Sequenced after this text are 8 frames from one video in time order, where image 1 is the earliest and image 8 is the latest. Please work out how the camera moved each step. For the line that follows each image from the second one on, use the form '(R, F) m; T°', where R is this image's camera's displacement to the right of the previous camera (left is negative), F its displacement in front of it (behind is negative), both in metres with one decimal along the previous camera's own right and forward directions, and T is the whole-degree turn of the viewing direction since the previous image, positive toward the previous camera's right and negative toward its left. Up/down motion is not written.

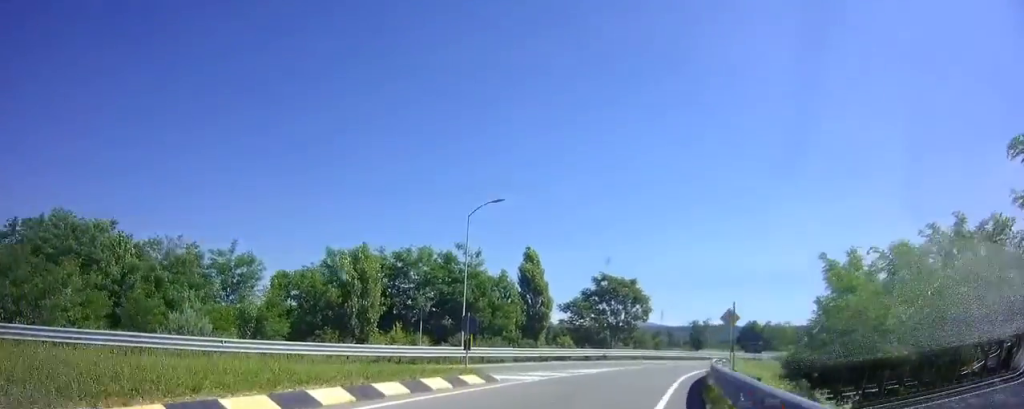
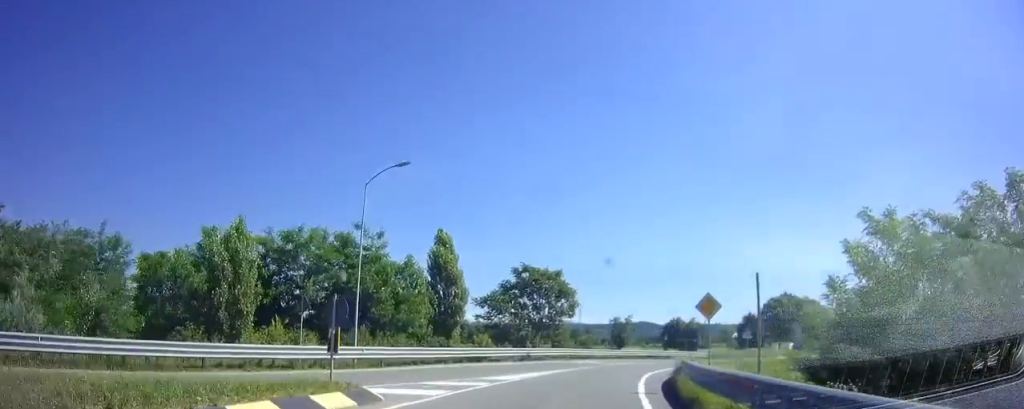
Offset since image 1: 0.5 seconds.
(-0.5, +5.4) m; +9°
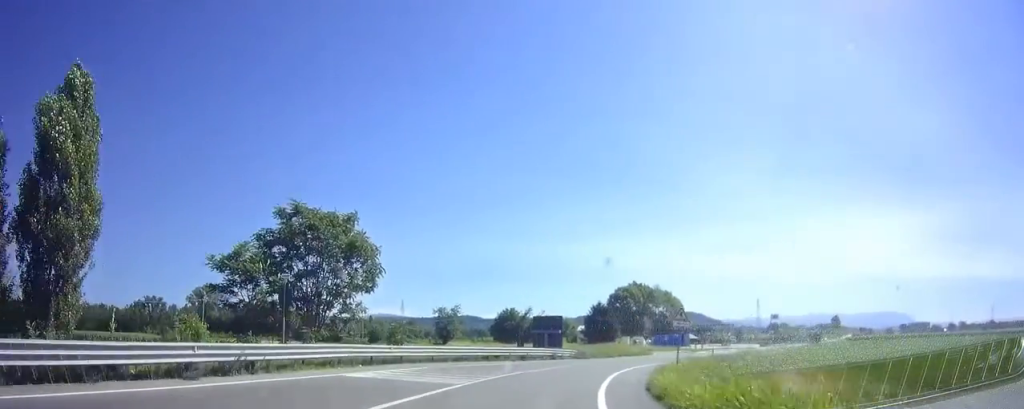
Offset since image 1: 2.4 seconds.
(+5.7, +19.6) m; +19°
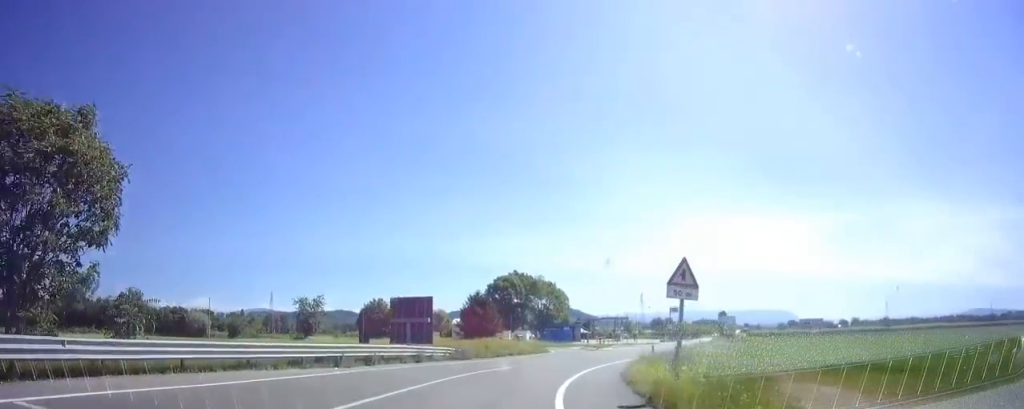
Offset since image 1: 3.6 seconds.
(0.0, +14.9) m; 0°
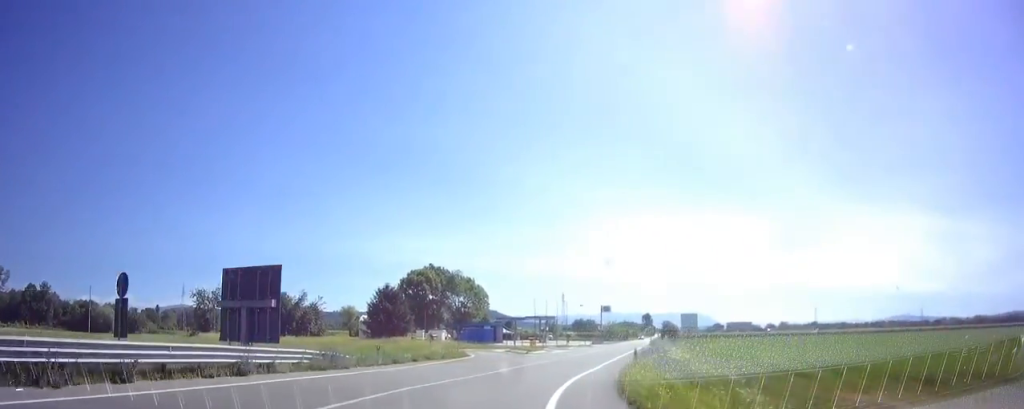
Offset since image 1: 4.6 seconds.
(0.0, +12.4) m; 0°
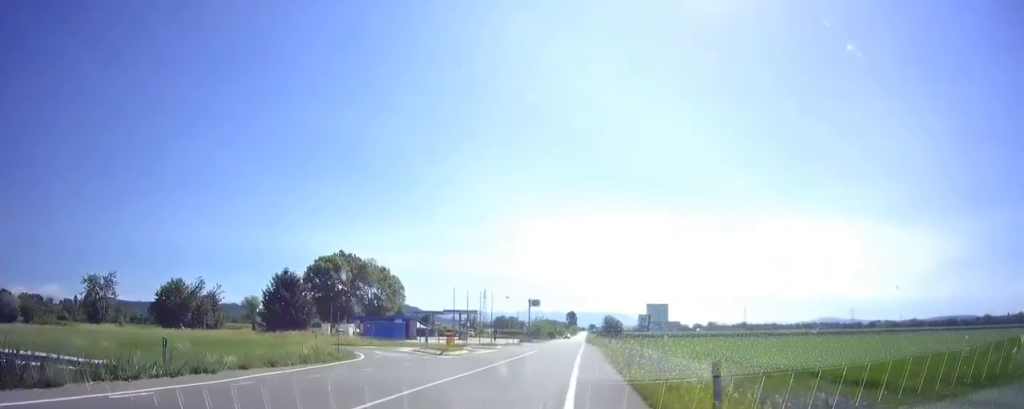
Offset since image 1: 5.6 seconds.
(0.0, +13.4) m; 0°
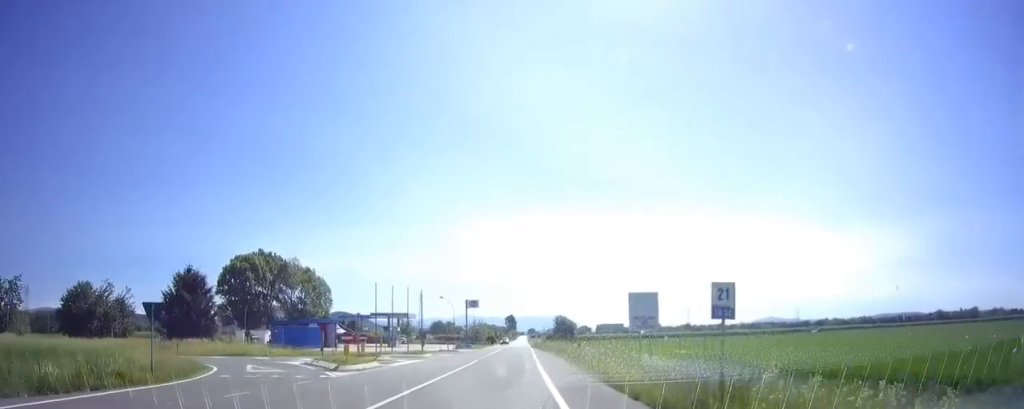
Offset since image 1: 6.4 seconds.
(0.0, +11.2) m; 0°
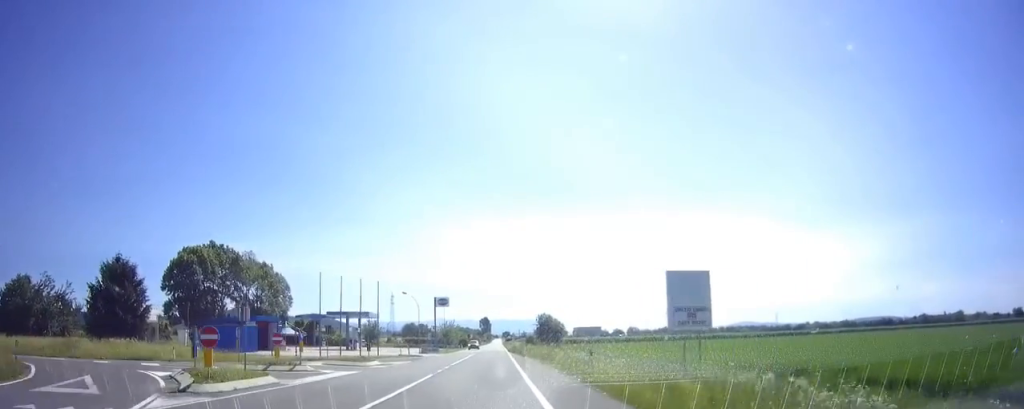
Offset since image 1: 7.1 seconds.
(0.0, +10.1) m; 0°
